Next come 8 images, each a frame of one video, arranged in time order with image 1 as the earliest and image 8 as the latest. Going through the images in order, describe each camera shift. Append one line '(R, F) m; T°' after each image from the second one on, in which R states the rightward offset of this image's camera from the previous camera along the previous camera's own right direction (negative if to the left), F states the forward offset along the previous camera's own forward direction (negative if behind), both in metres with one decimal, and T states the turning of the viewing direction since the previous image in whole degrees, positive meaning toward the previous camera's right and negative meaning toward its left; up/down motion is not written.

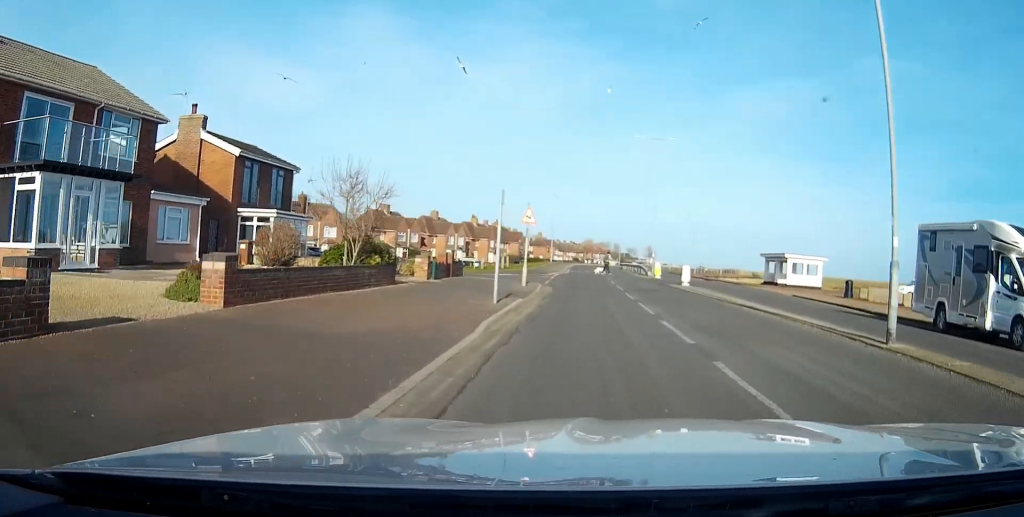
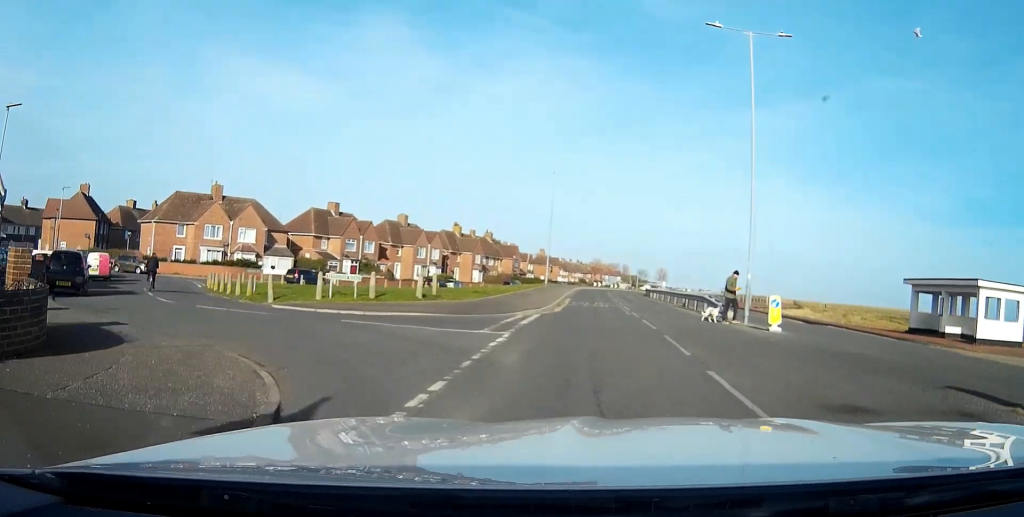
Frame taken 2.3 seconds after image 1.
(0.0, +29.4) m; 0°
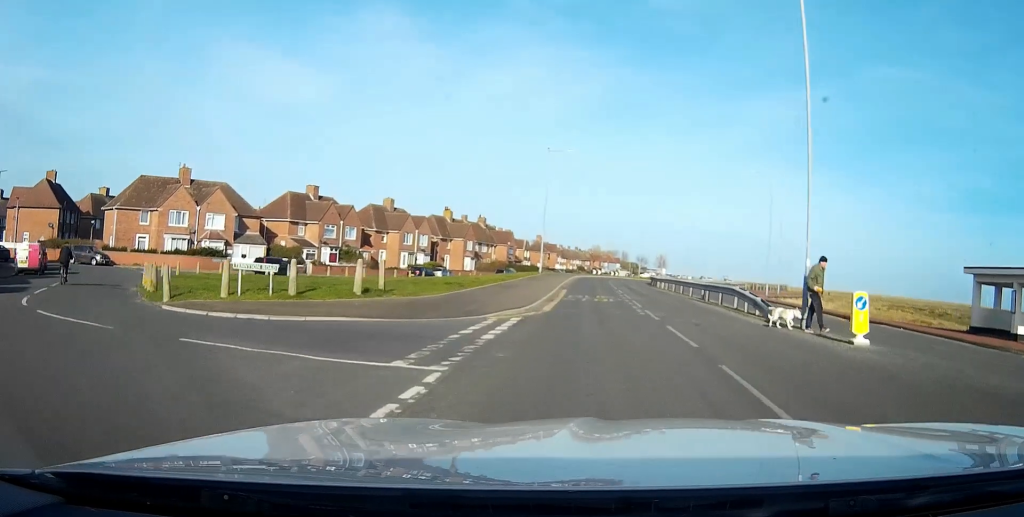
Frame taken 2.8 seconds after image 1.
(-0.1, +6.8) m; 0°
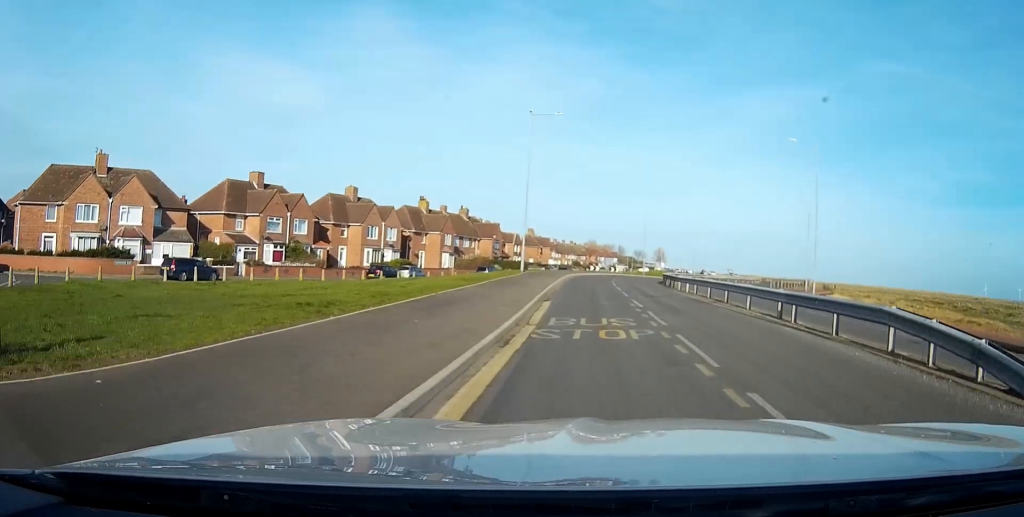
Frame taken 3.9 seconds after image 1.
(+0.1, +14.0) m; 0°
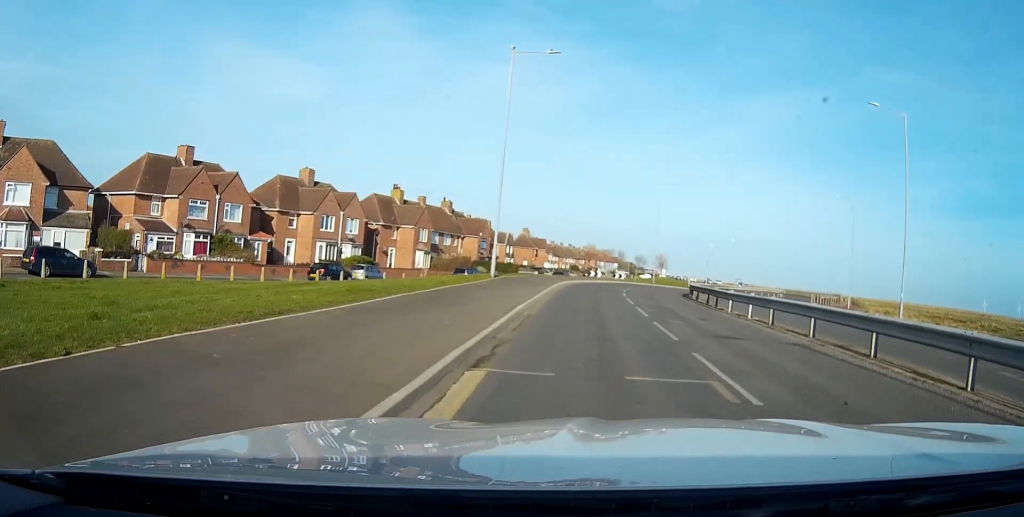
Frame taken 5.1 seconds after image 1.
(0.0, +14.4) m; 0°
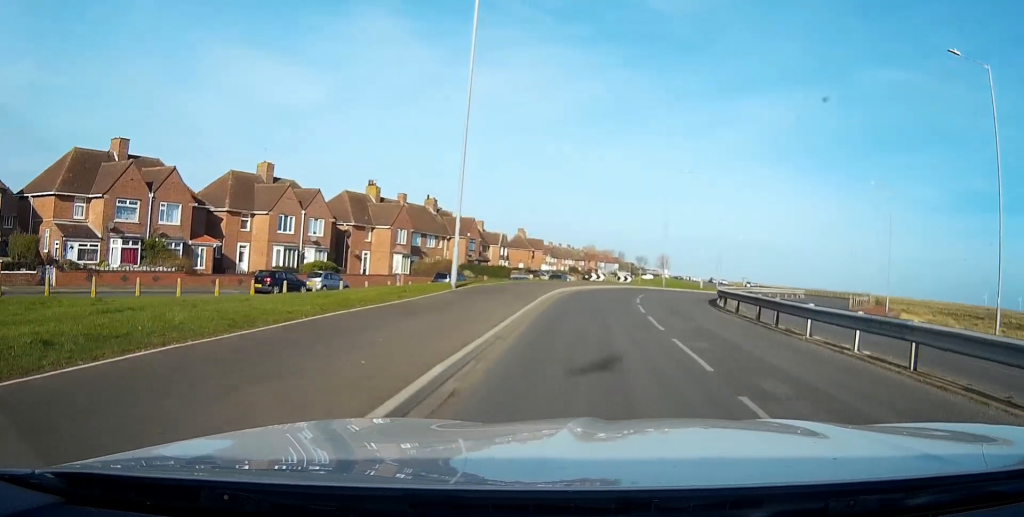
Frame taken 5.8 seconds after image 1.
(0.0, +9.3) m; 0°
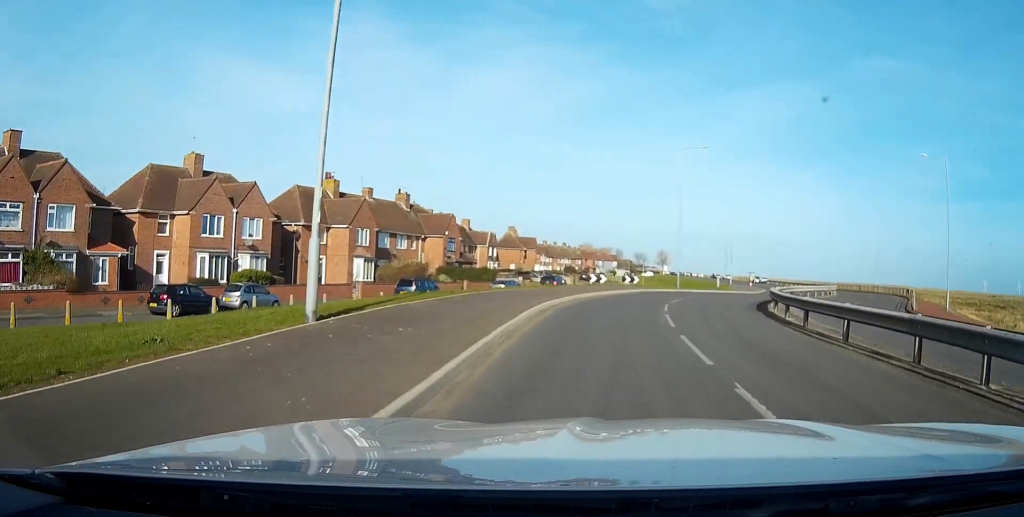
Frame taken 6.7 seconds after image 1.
(0.0, +11.4) m; +1°
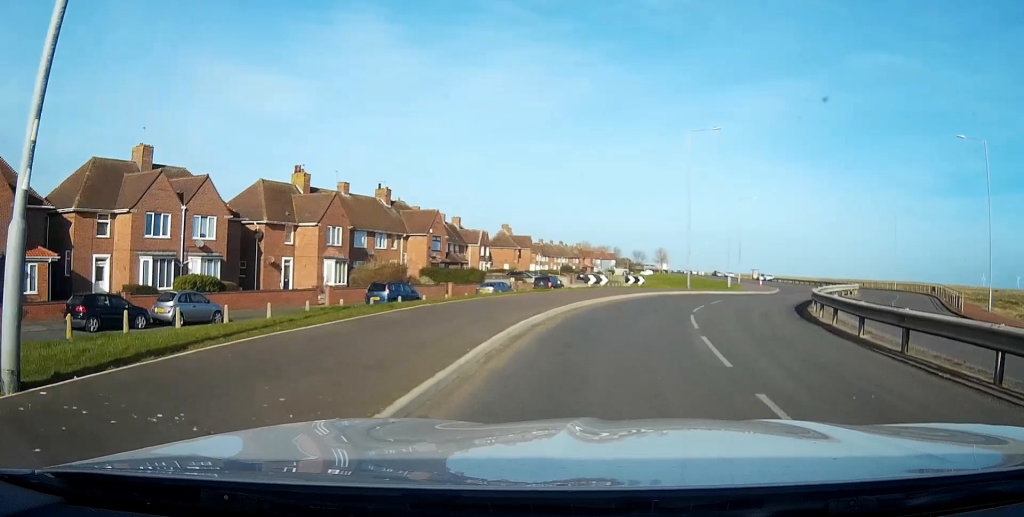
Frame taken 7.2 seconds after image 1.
(0.0, +6.3) m; 0°
